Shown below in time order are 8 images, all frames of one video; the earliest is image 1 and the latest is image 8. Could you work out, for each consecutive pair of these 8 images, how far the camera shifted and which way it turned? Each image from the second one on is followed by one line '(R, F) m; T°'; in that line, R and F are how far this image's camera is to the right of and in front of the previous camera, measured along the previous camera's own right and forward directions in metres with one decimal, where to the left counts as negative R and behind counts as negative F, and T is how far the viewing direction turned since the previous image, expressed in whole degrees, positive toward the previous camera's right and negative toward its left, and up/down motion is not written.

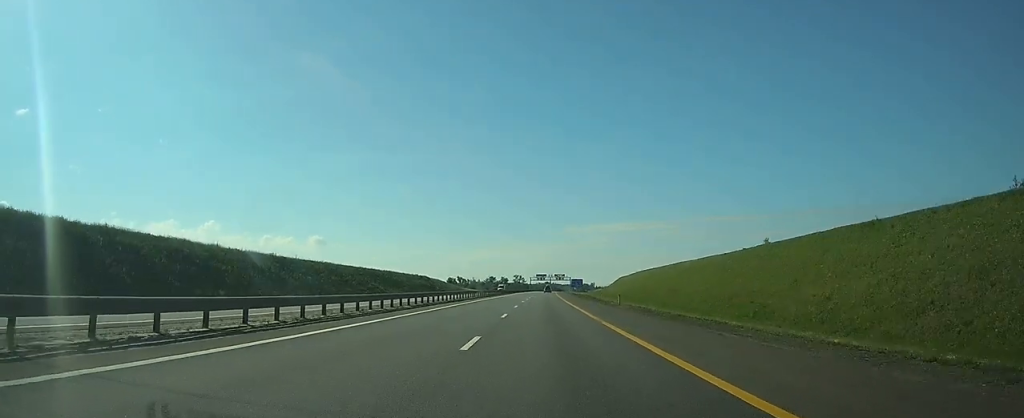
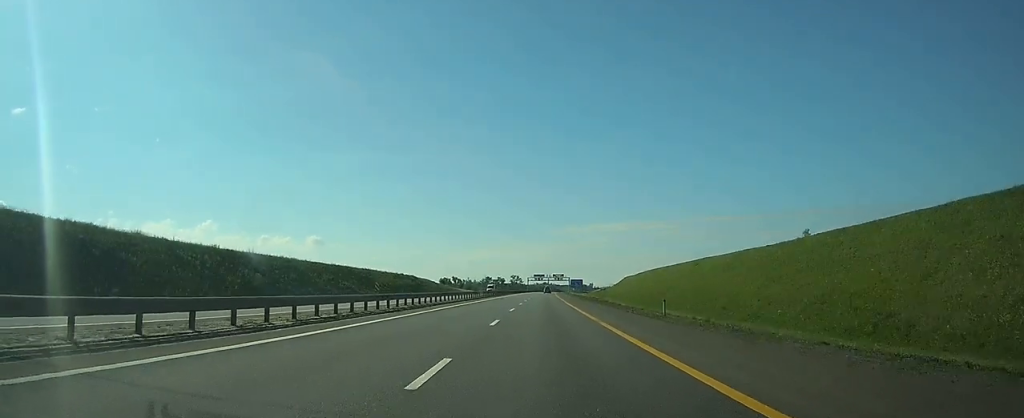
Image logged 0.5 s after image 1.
(0.0, +16.4) m; 0°
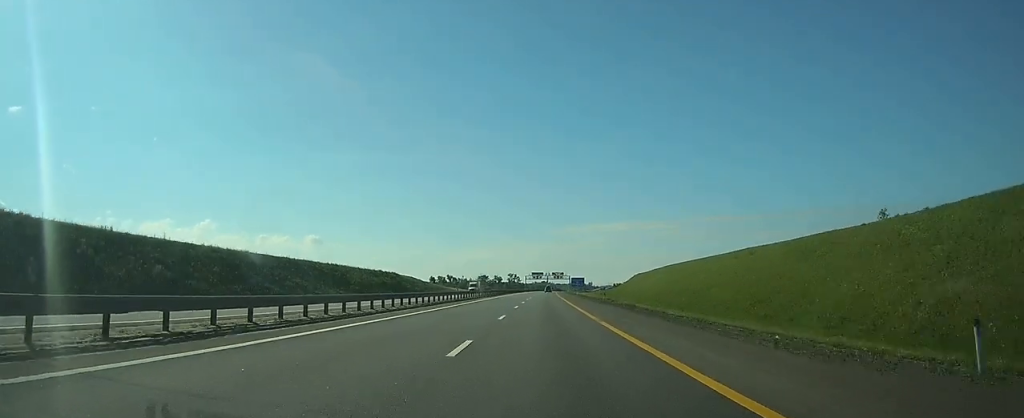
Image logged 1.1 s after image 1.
(+0.1, +20.8) m; 0°
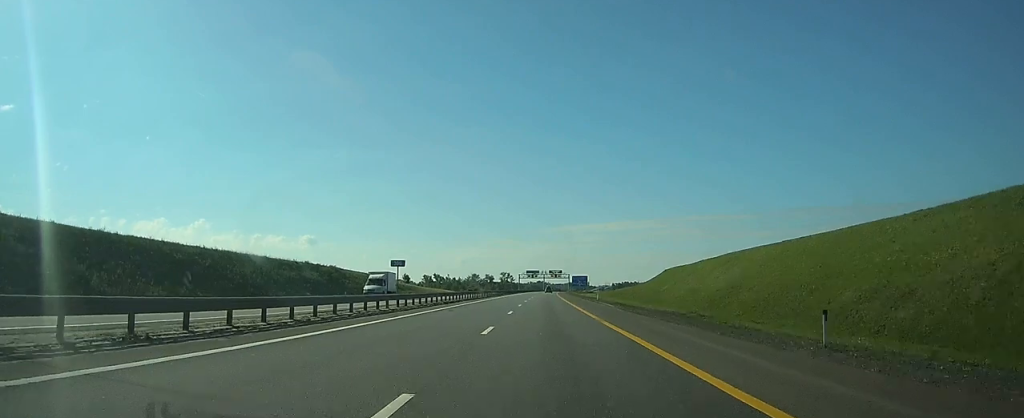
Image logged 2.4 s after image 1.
(+0.2, +42.7) m; 0°
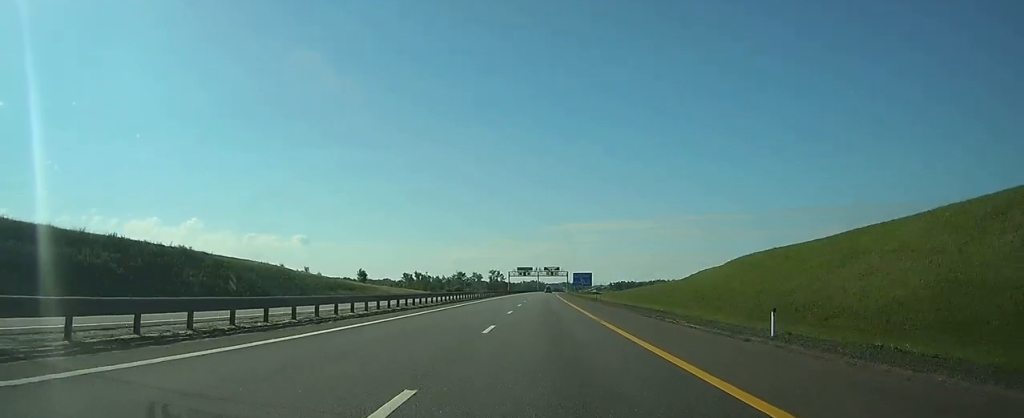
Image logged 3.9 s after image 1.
(+0.1, +47.4) m; 0°
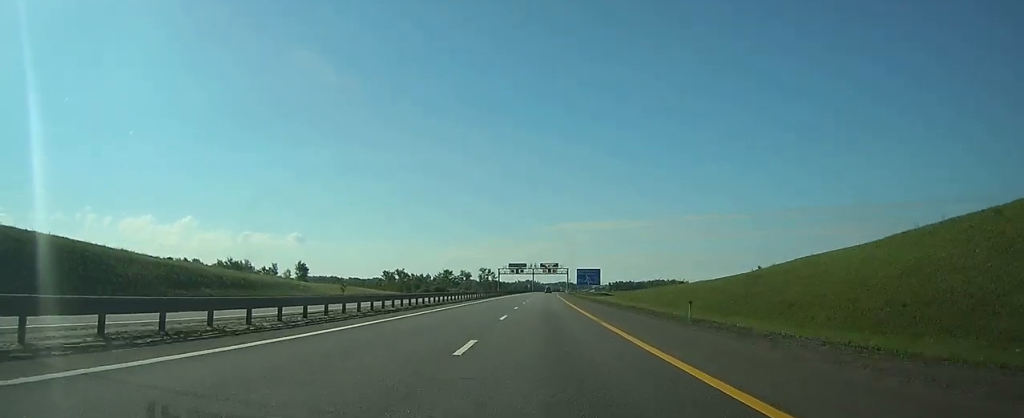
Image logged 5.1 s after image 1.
(0.0, +41.0) m; 0°
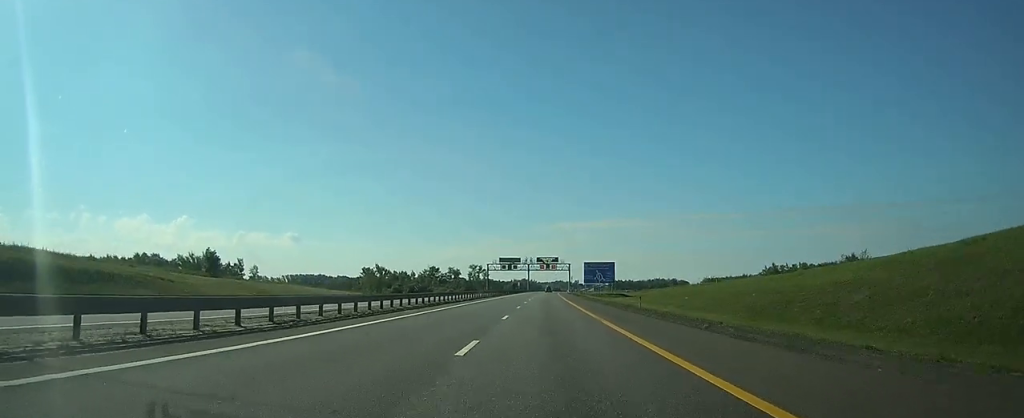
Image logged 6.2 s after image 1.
(+0.1, +36.6) m; +1°
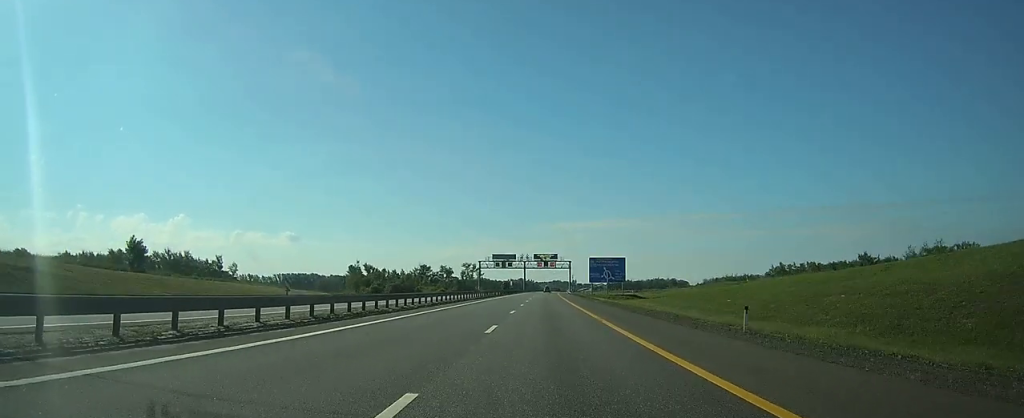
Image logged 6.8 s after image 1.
(+0.1, +18.9) m; 0°
